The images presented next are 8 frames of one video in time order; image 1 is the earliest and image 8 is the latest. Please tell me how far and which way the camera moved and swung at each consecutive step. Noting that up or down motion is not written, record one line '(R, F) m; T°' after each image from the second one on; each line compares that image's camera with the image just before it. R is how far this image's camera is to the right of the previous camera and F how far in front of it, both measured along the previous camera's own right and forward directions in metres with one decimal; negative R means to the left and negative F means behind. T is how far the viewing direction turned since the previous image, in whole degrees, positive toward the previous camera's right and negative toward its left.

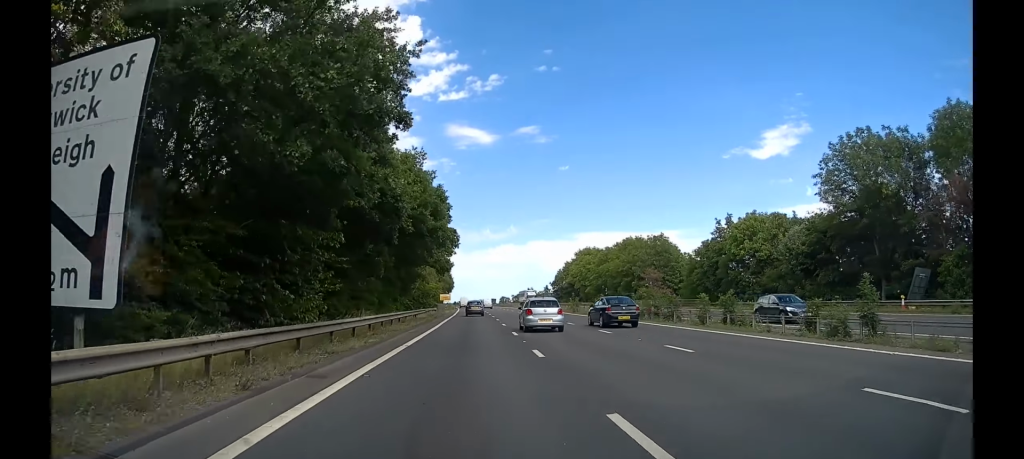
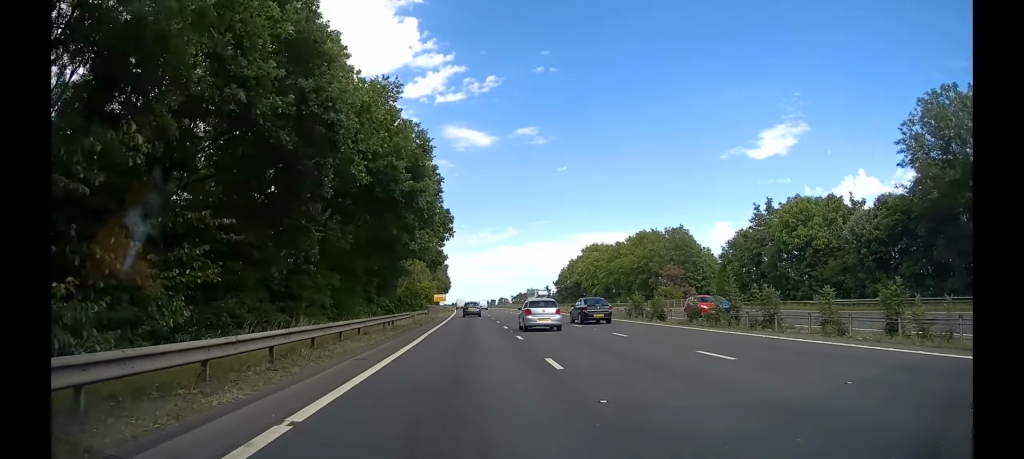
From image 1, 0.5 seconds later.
(0.0, +11.4) m; 0°
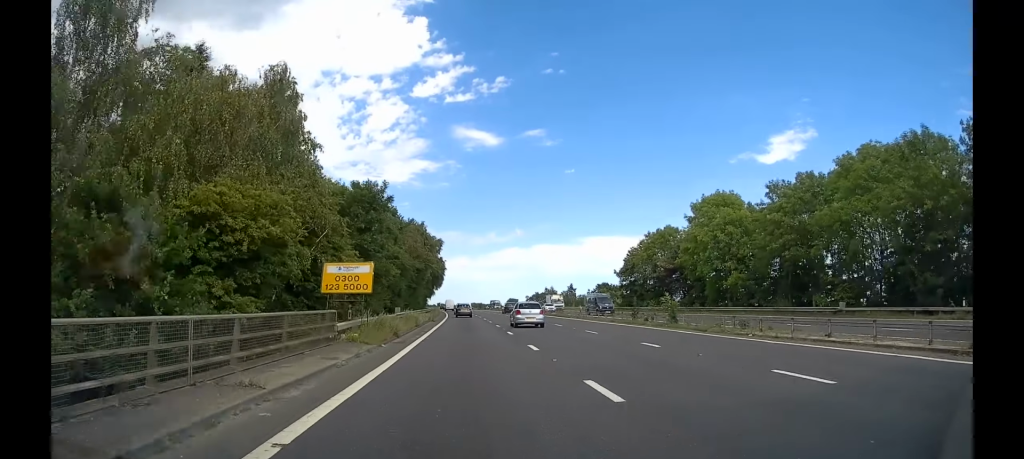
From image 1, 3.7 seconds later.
(+0.2, +67.0) m; 0°
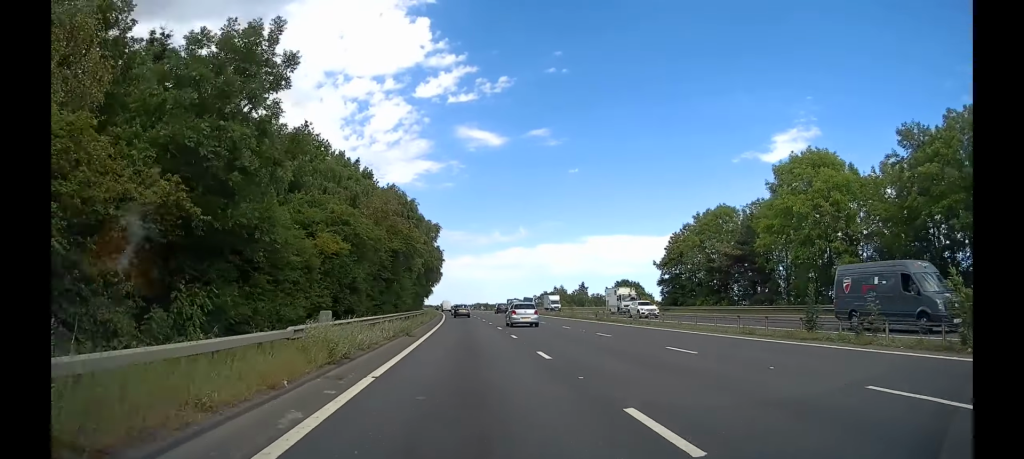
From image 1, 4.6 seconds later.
(+0.2, +20.5) m; 0°
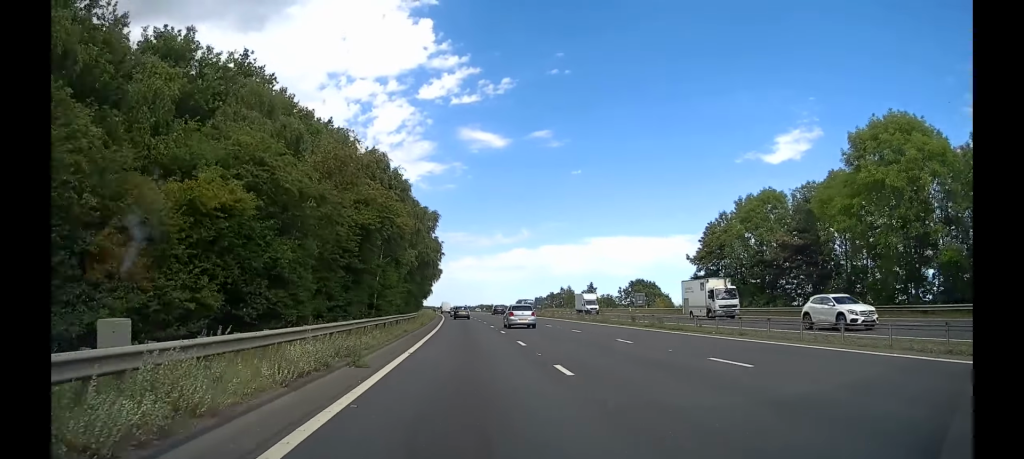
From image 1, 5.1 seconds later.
(-0.1, +12.1) m; 0°
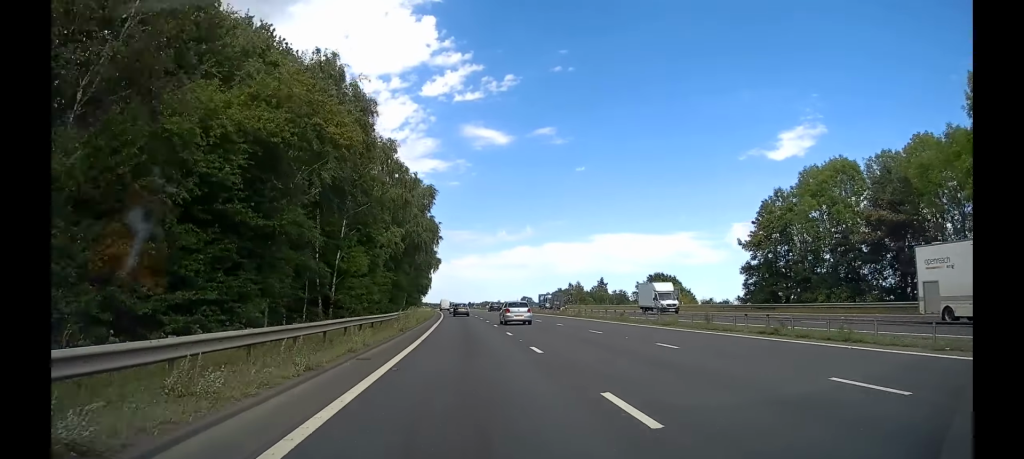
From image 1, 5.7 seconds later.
(-0.2, +13.7) m; 0°
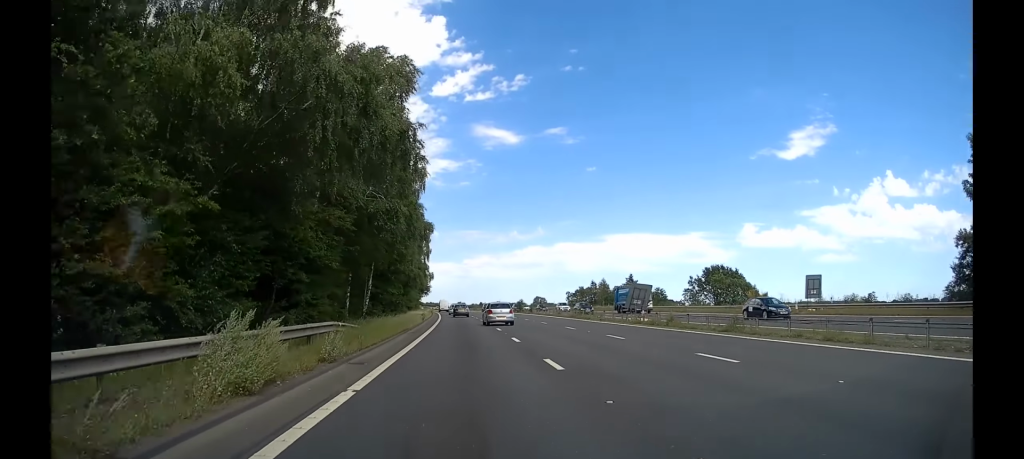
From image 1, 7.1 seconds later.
(+0.1, +30.7) m; -1°
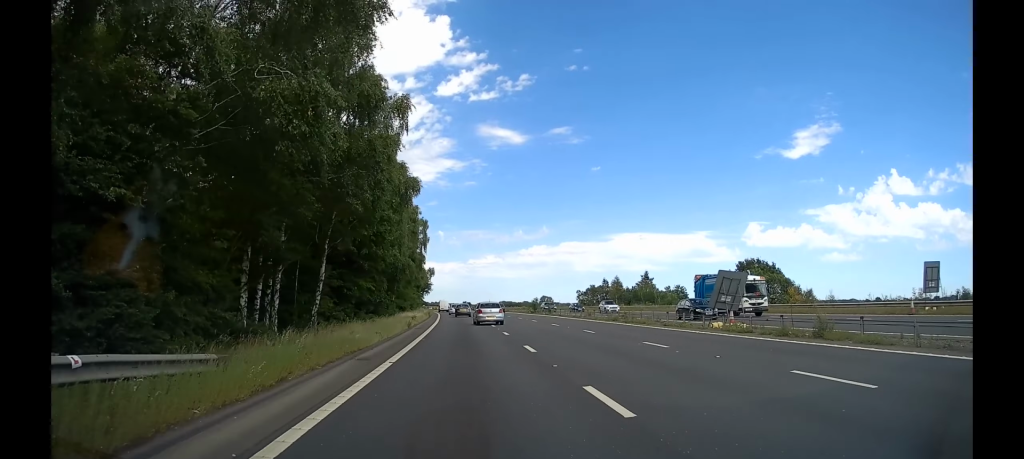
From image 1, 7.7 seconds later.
(-0.1, +13.8) m; -1°
